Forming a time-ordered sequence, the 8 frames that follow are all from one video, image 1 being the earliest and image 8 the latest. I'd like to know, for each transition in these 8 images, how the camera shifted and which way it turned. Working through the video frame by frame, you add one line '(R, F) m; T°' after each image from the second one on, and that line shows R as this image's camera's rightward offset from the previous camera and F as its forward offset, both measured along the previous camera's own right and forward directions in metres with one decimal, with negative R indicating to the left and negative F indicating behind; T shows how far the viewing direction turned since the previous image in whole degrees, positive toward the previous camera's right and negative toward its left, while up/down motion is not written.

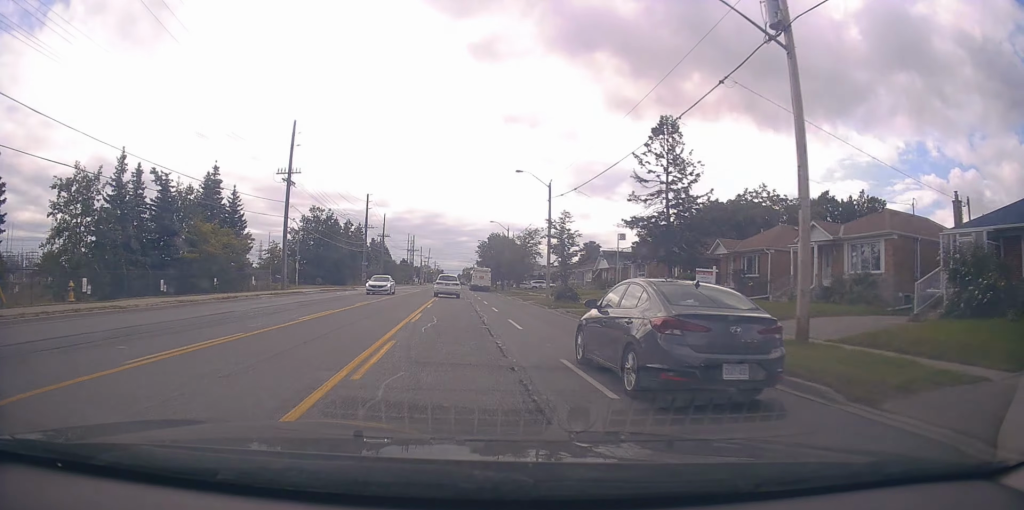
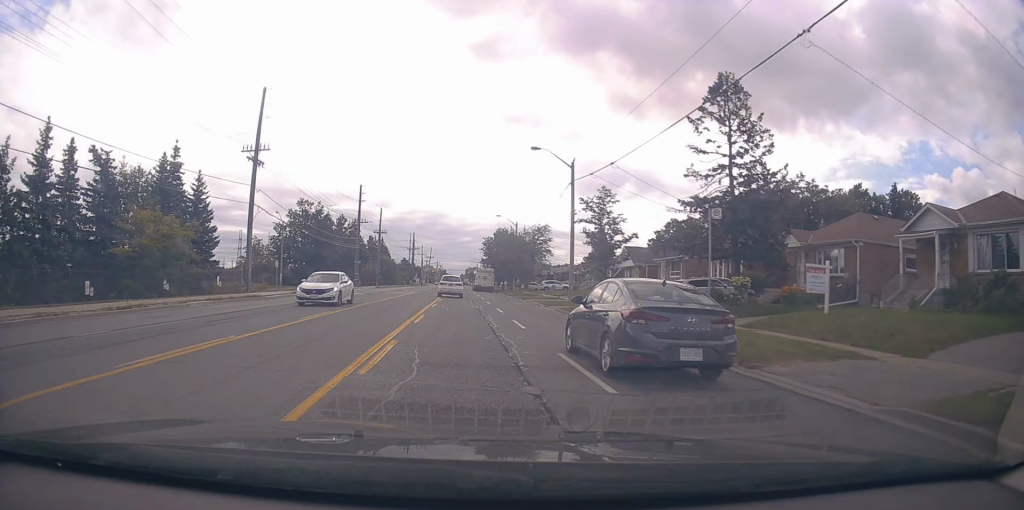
(+0.1, +9.3) m; 0°
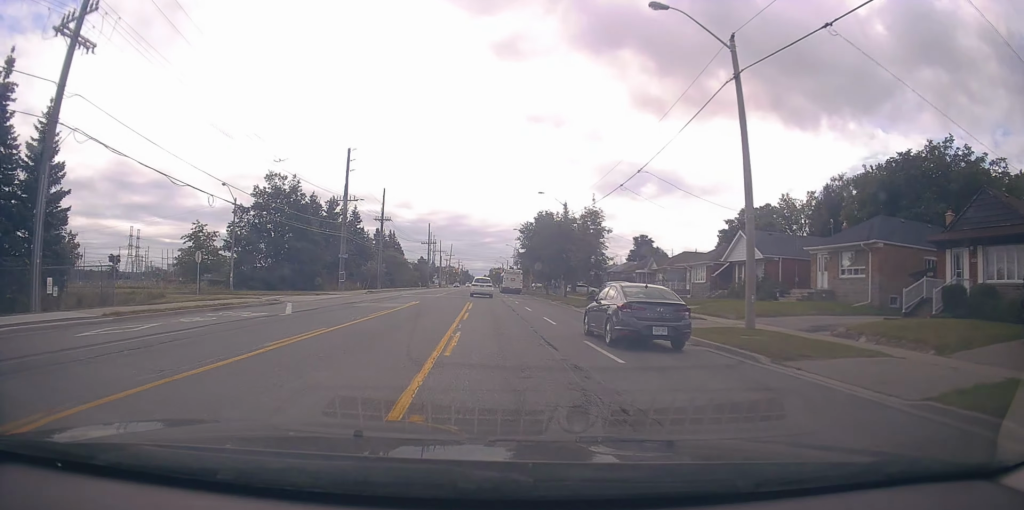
(-0.5, +23.8) m; -2°
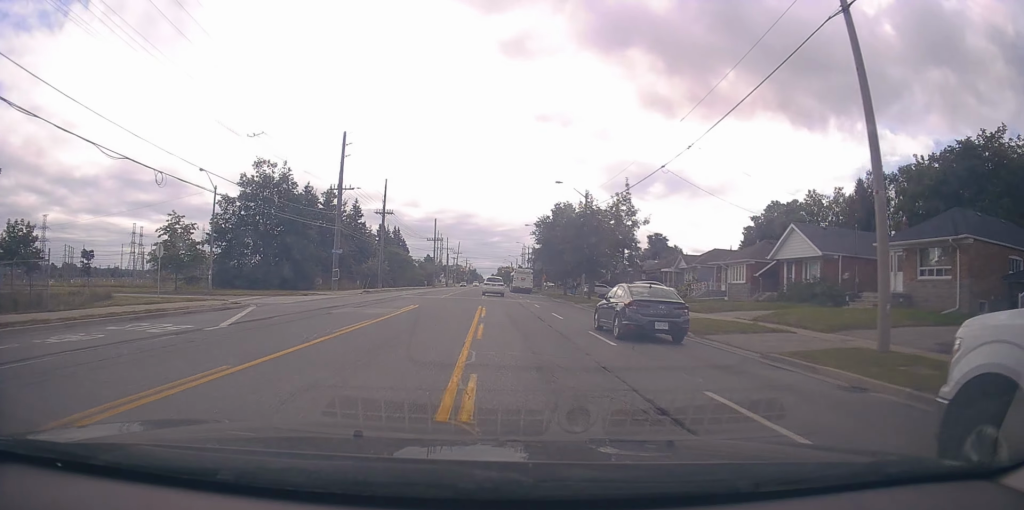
(0.0, +6.6) m; -1°
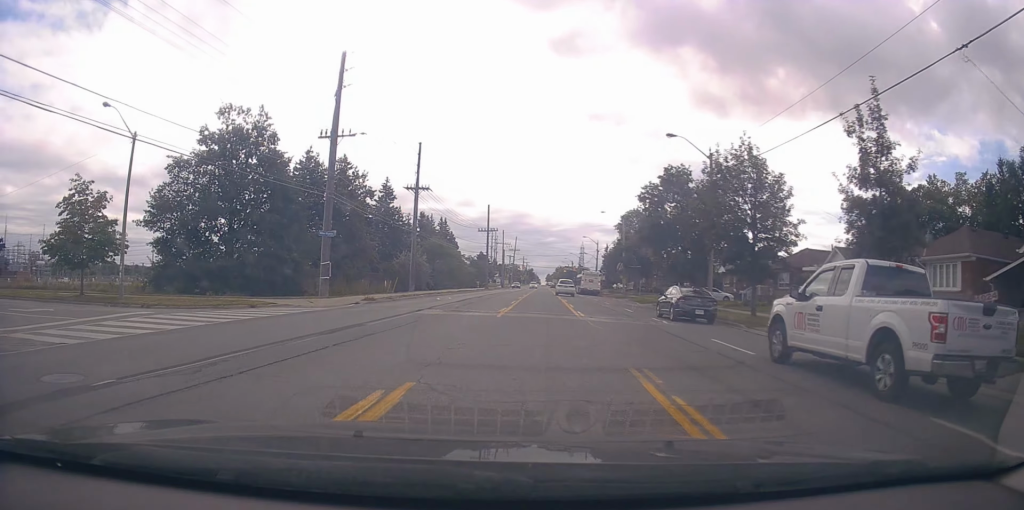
(-0.3, +20.8) m; -6°
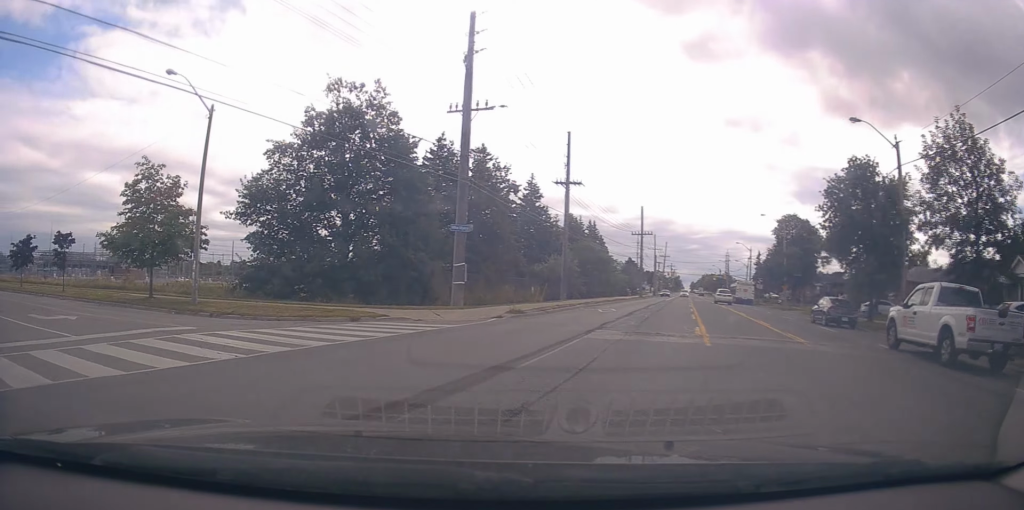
(-0.7, +6.9) m; -13°
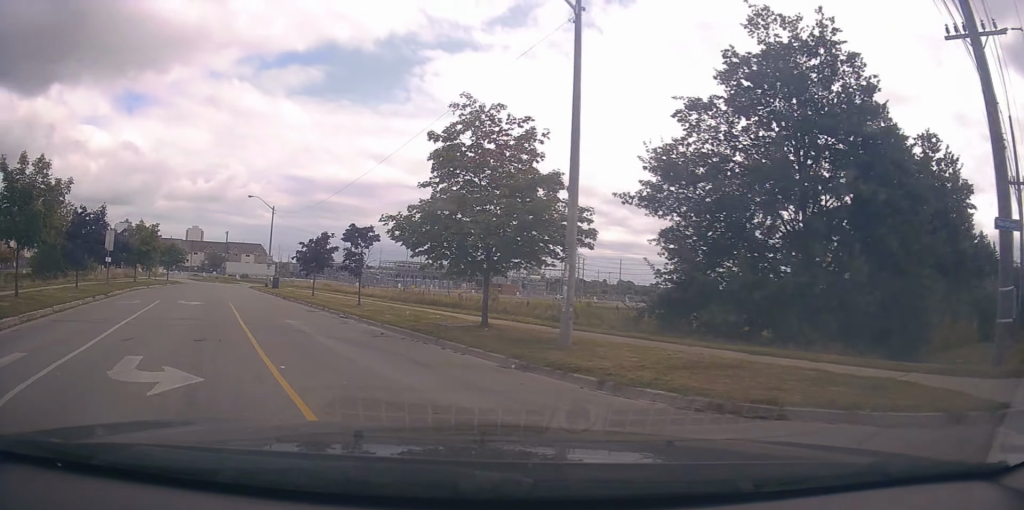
(-3.6, +11.8) m; -35°
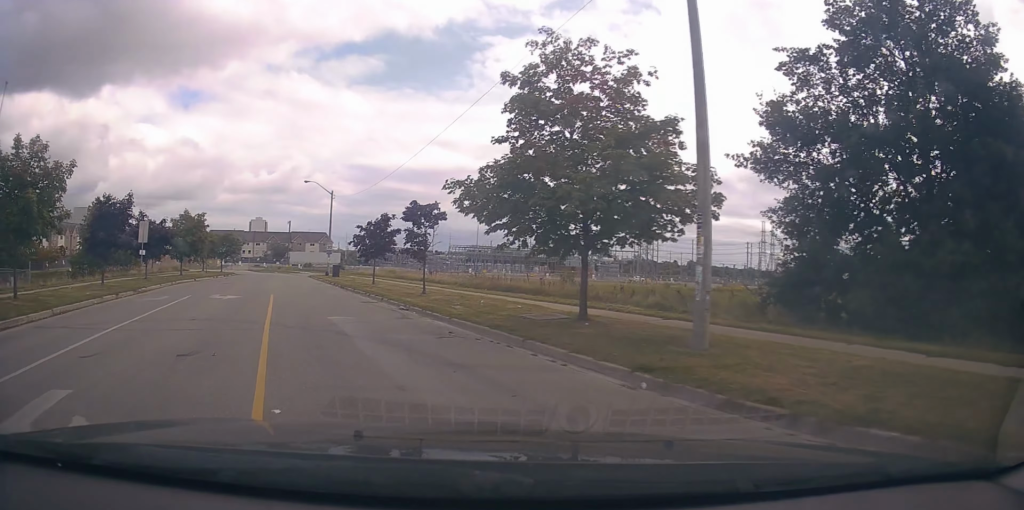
(-0.4, +3.5) m; -8°
